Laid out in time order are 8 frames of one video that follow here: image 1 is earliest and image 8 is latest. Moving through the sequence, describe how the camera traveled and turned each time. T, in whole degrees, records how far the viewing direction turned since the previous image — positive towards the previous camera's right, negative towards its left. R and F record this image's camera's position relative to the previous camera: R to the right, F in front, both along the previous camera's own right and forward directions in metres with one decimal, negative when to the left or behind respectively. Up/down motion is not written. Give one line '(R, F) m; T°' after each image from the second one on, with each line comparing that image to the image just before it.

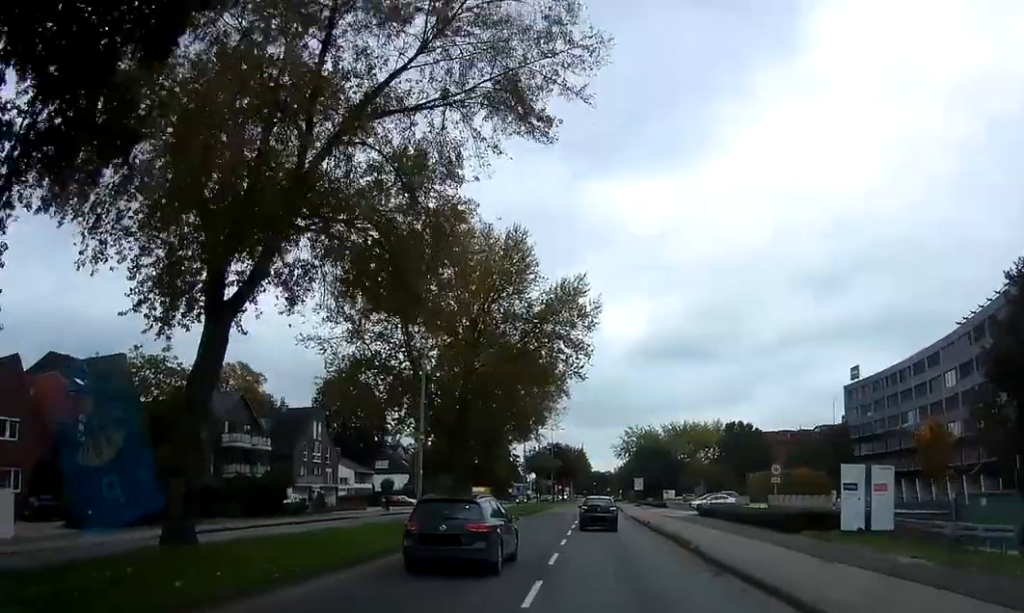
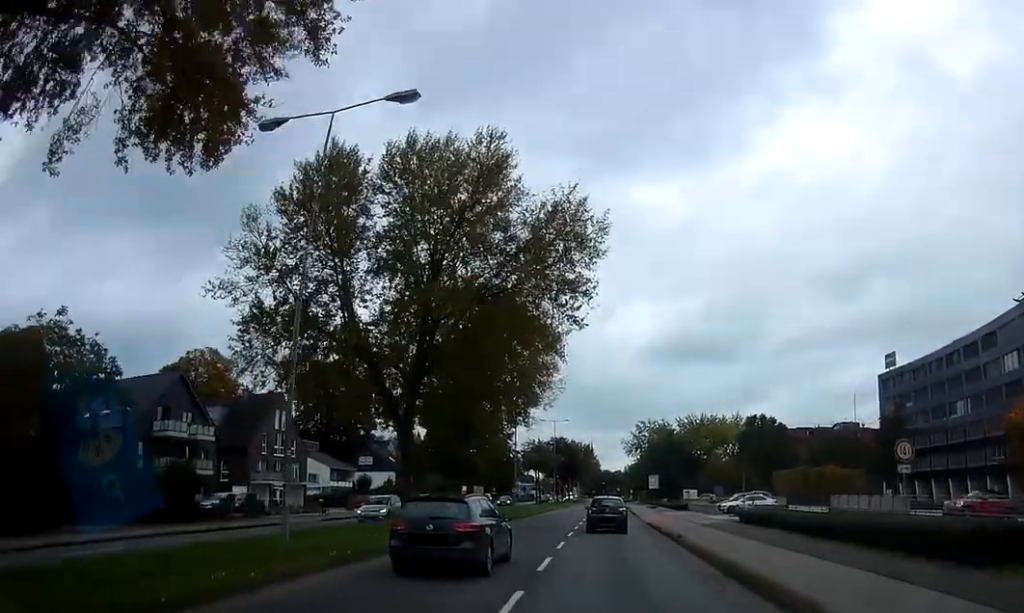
(-0.1, +13.1) m; 0°
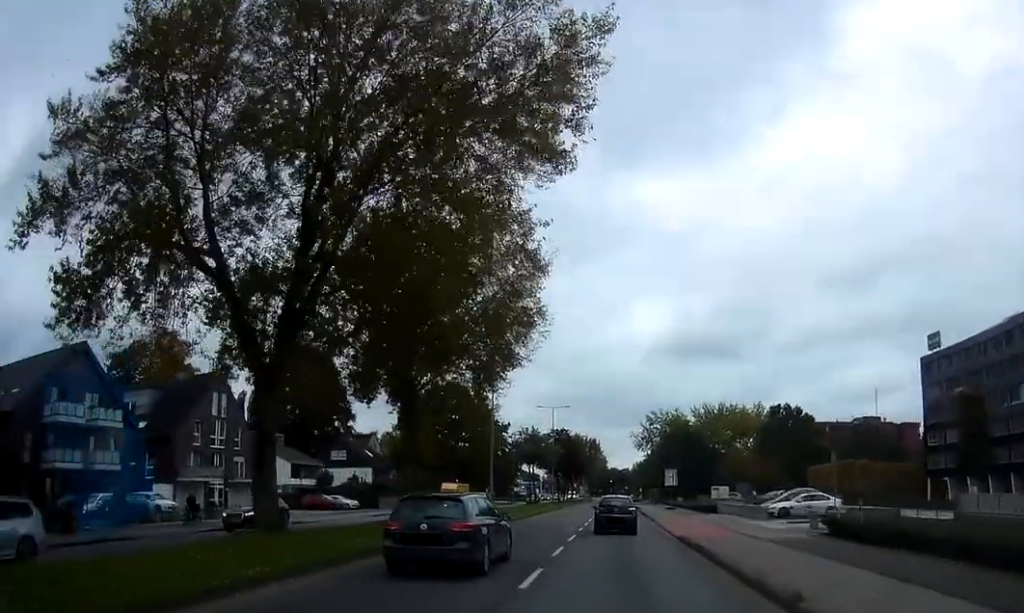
(0.0, +14.8) m; 0°
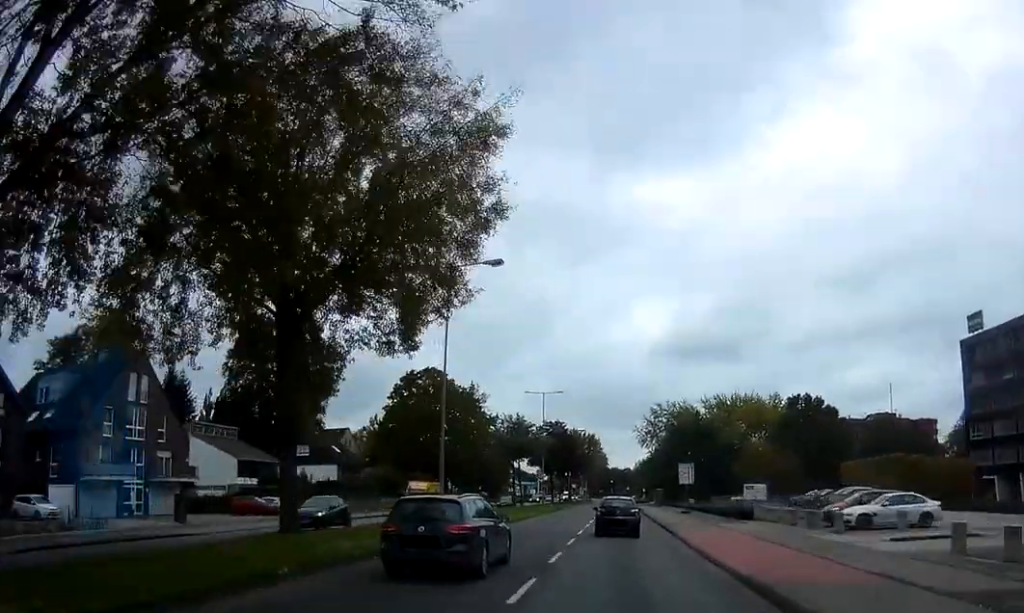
(0.0, +13.7) m; 0°
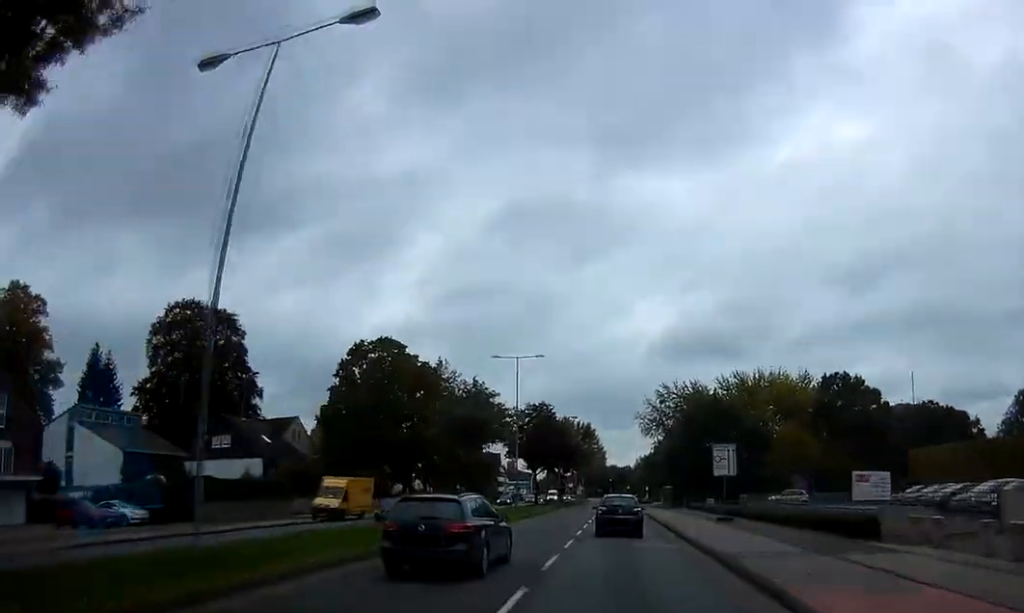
(0.0, +20.3) m; 0°
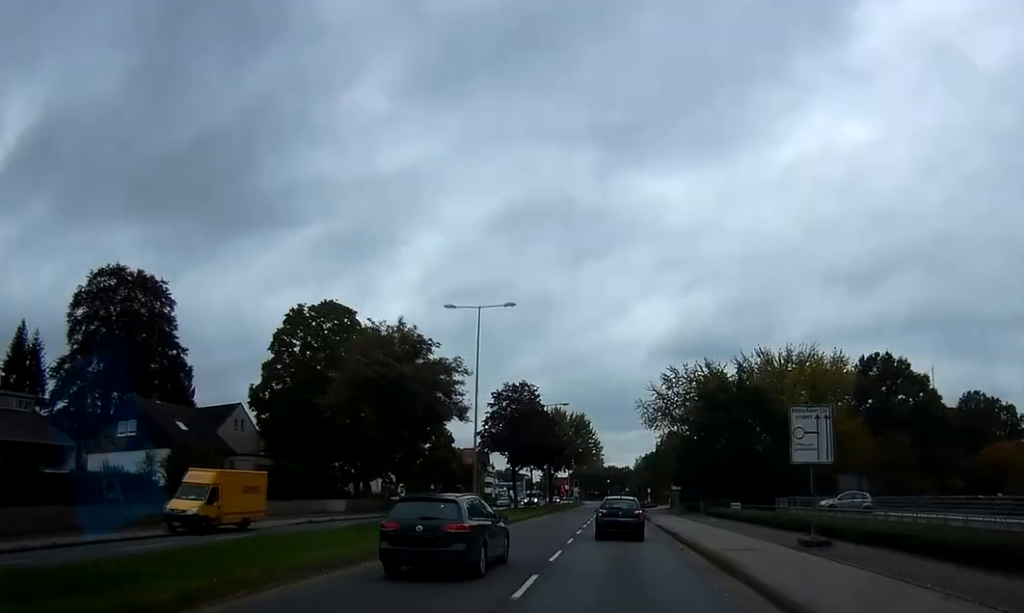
(0.0, +16.5) m; 0°
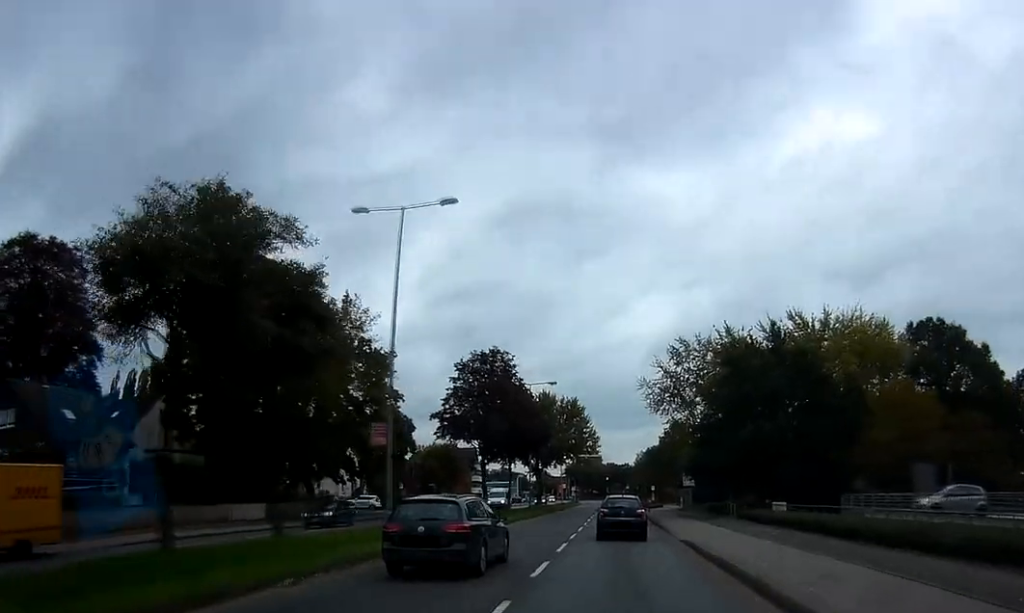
(0.0, +15.8) m; 0°
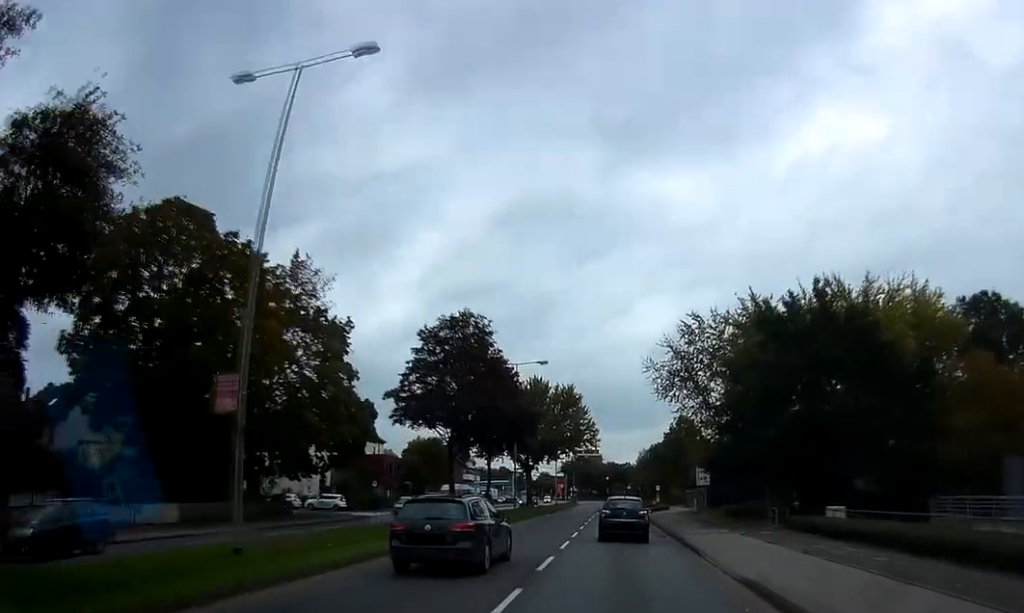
(0.0, +11.3) m; 0°
